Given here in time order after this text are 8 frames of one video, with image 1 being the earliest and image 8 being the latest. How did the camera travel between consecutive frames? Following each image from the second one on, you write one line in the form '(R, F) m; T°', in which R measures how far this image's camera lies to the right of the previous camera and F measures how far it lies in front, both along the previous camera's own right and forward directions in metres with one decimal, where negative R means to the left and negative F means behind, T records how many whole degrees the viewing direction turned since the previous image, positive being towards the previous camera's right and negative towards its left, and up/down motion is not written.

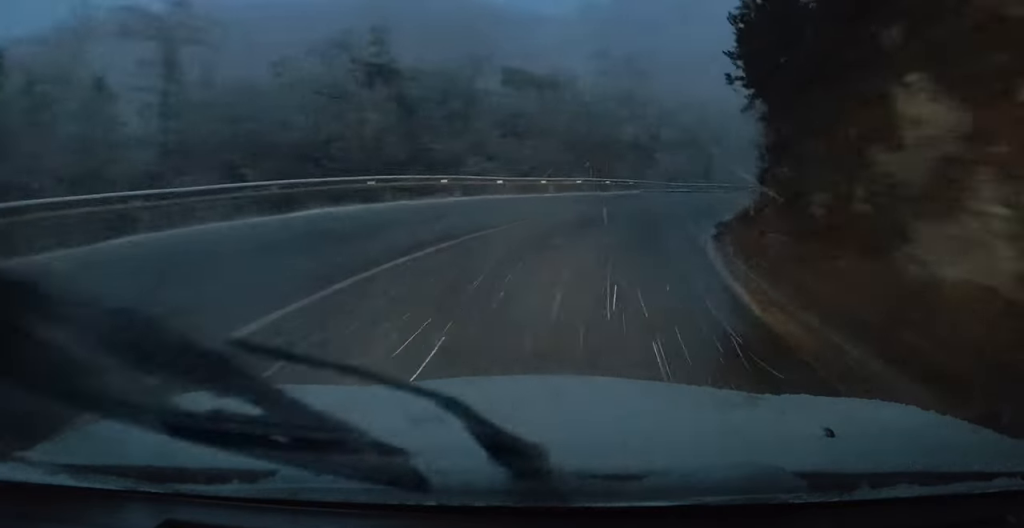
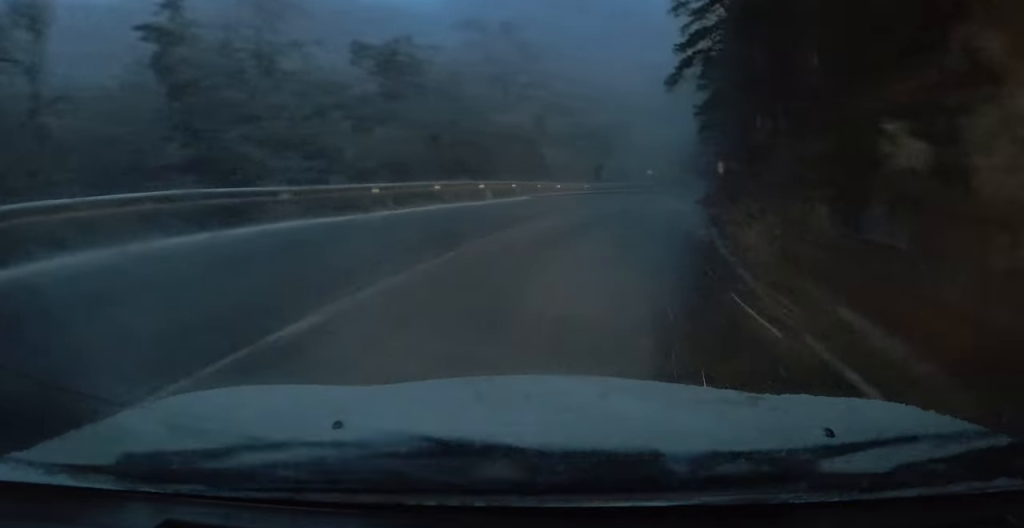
(+1.1, +10.5) m; +8°
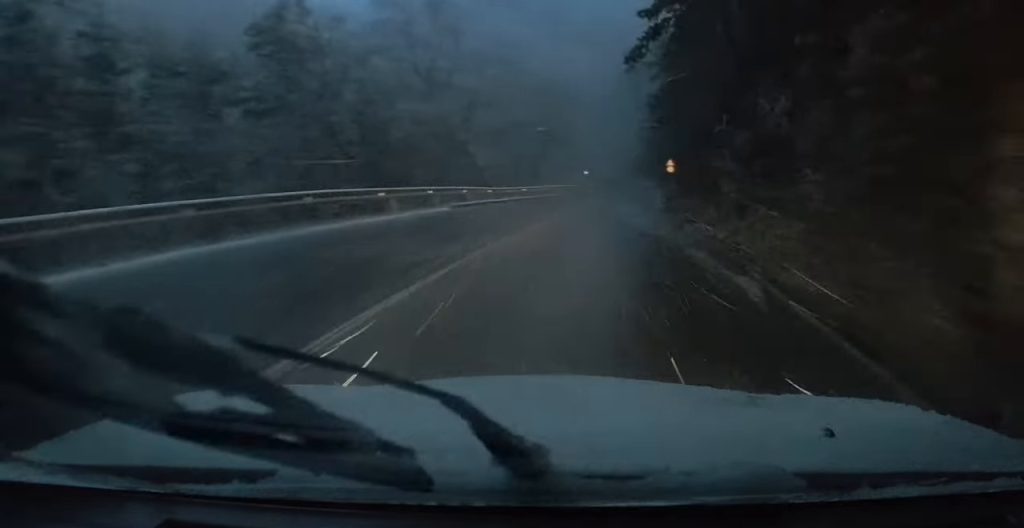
(+0.3, +6.3) m; +4°
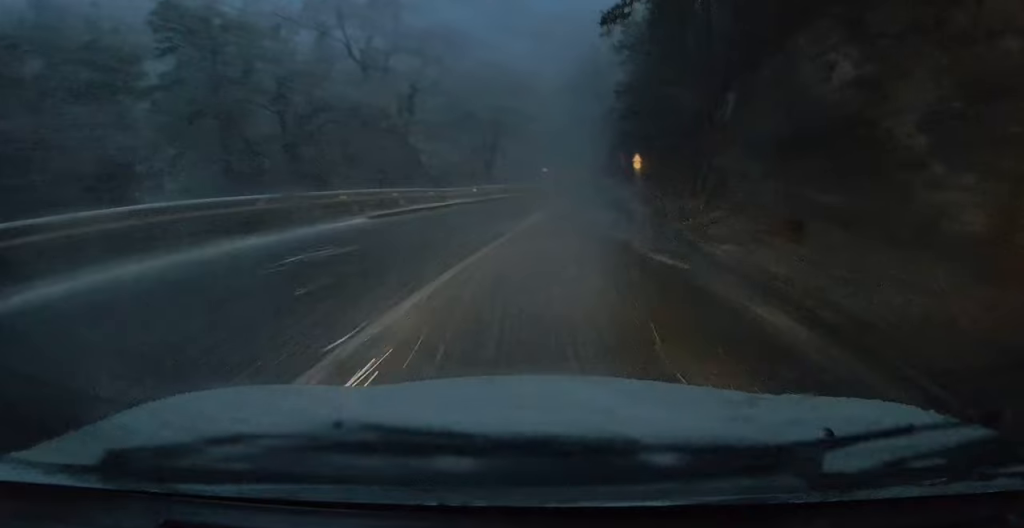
(0.0, +5.1) m; +3°
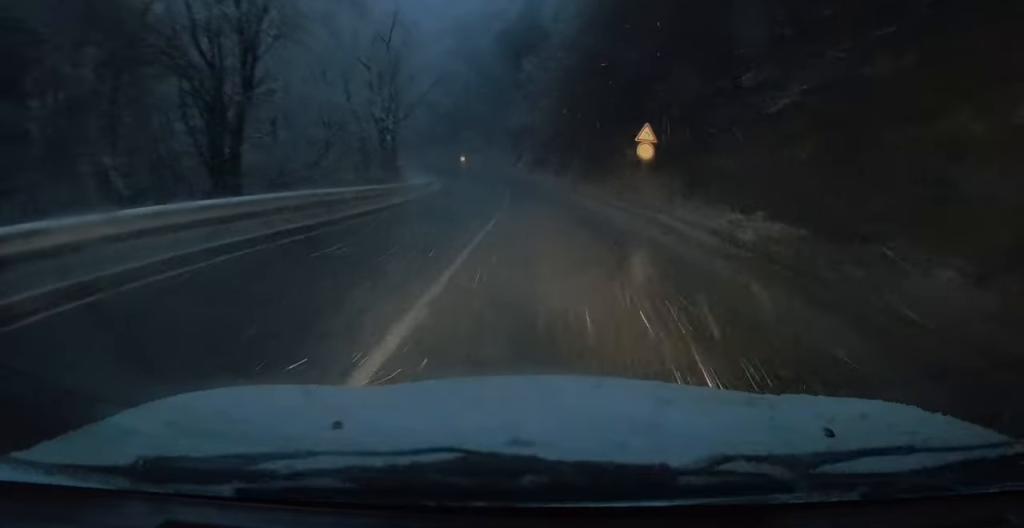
(+2.7, +36.6) m; +3°
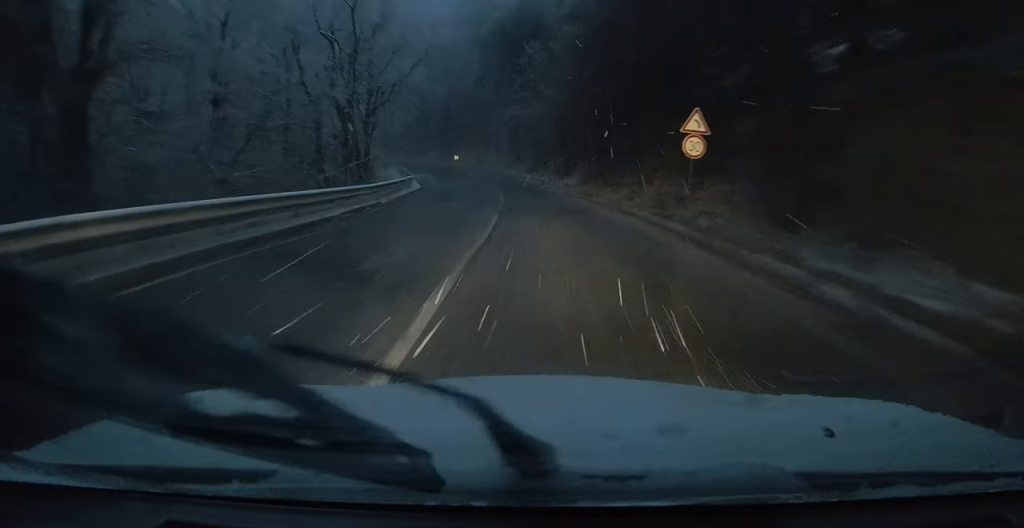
(-0.1, +7.7) m; 0°
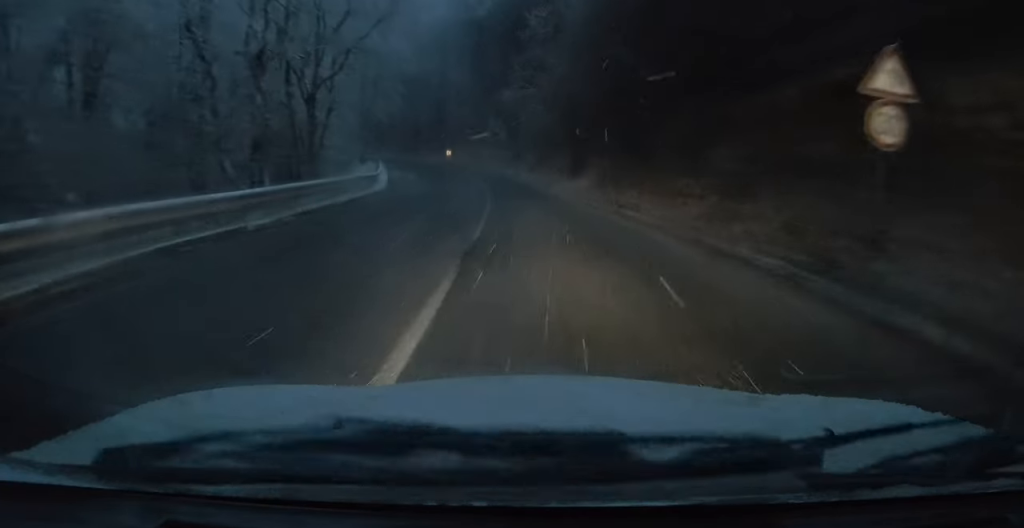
(0.0, +10.1) m; 0°
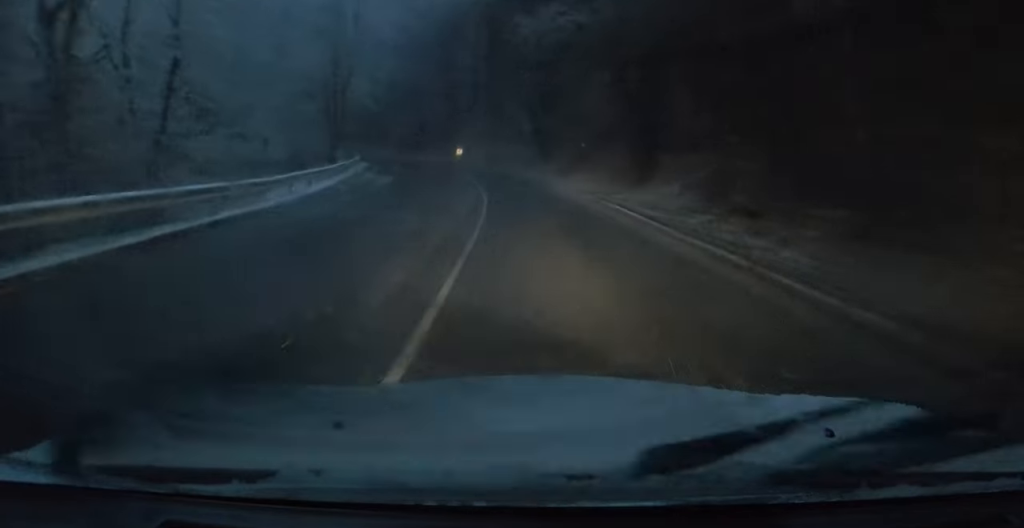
(0.0, +17.7) m; -1°
